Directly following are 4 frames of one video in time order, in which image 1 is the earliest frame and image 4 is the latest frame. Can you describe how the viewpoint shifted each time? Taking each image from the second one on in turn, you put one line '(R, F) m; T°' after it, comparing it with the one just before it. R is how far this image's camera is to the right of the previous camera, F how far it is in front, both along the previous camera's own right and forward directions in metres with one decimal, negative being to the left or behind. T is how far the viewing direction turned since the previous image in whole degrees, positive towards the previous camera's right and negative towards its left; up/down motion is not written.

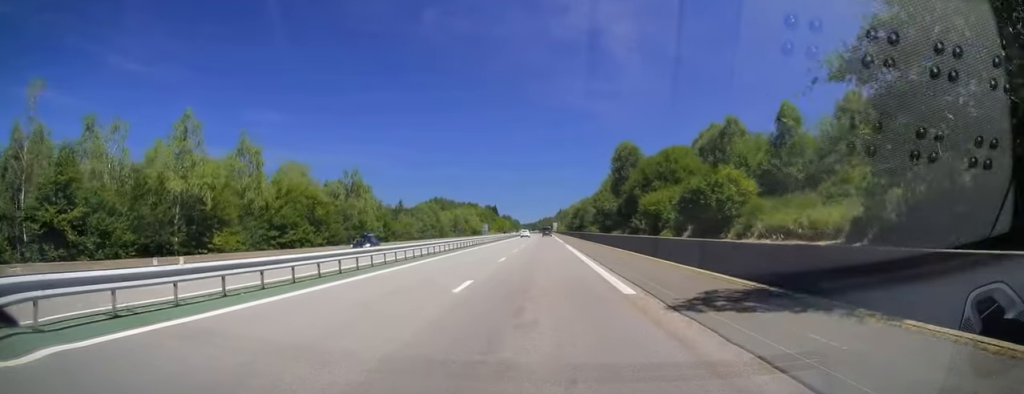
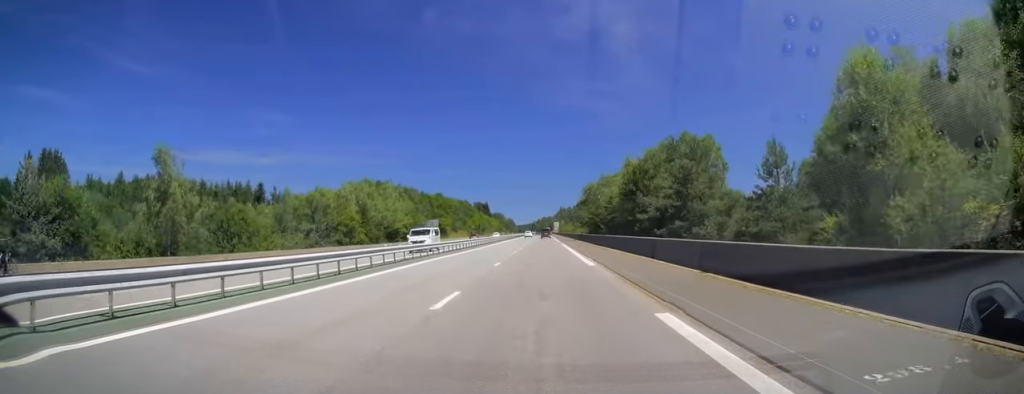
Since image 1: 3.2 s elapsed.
(-0.2, +94.0) m; 0°
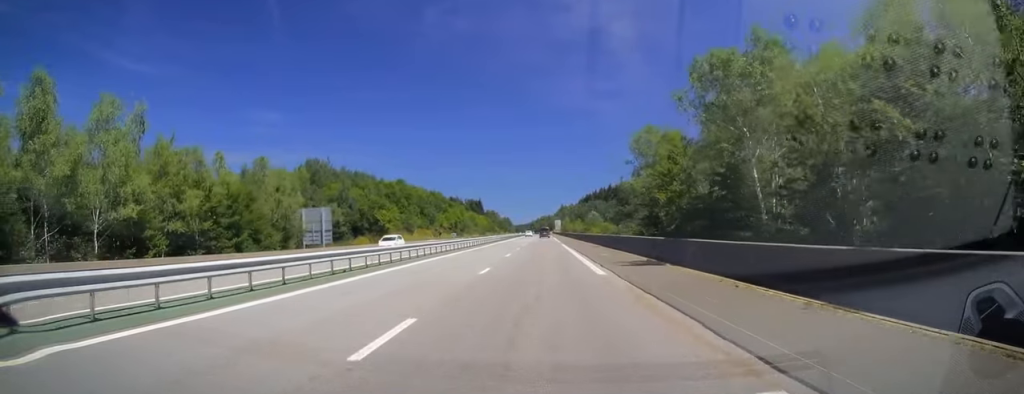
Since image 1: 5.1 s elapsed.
(0.0, +56.4) m; 0°
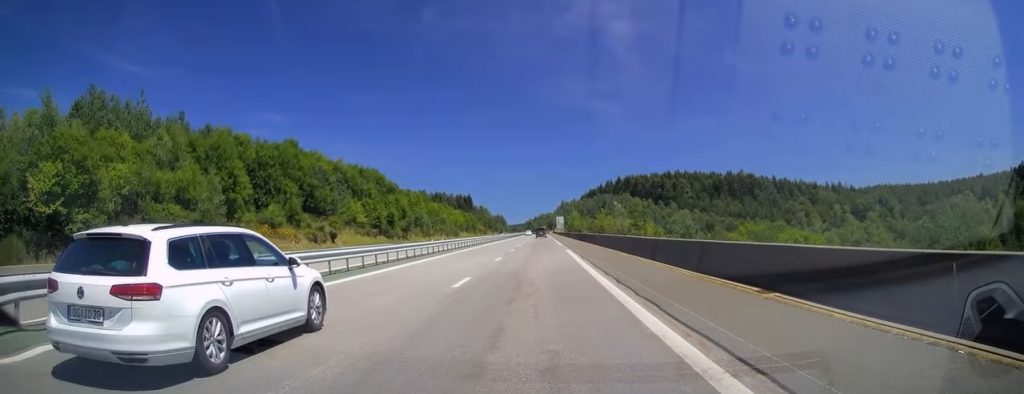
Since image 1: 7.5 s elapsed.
(+0.1, +69.6) m; +1°
